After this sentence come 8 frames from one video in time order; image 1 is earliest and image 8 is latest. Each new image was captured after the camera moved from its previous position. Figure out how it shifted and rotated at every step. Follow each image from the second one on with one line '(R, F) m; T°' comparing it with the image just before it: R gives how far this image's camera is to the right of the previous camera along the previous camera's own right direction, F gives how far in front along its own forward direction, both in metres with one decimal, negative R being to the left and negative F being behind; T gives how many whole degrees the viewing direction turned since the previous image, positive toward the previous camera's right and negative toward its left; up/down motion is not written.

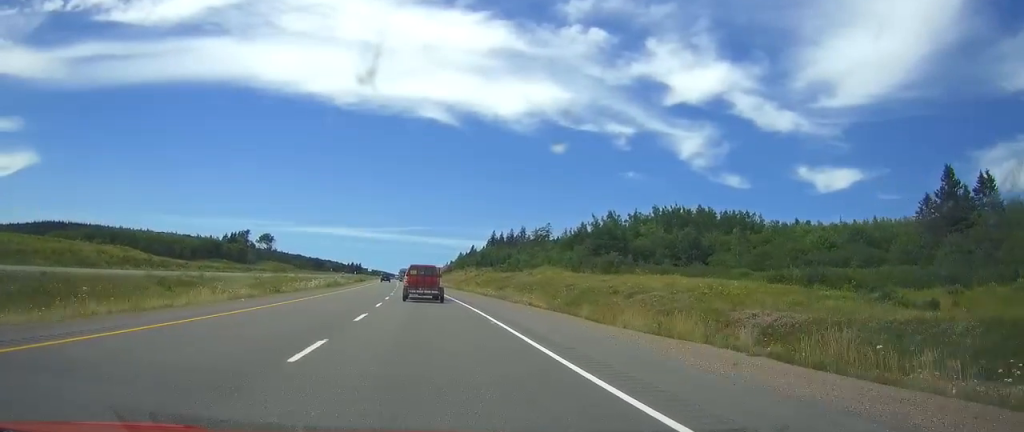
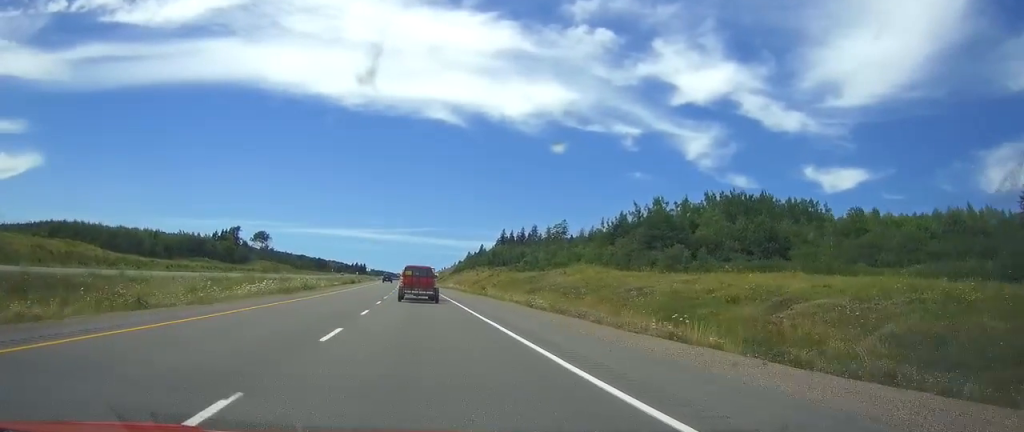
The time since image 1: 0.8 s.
(0.0, +23.9) m; 0°
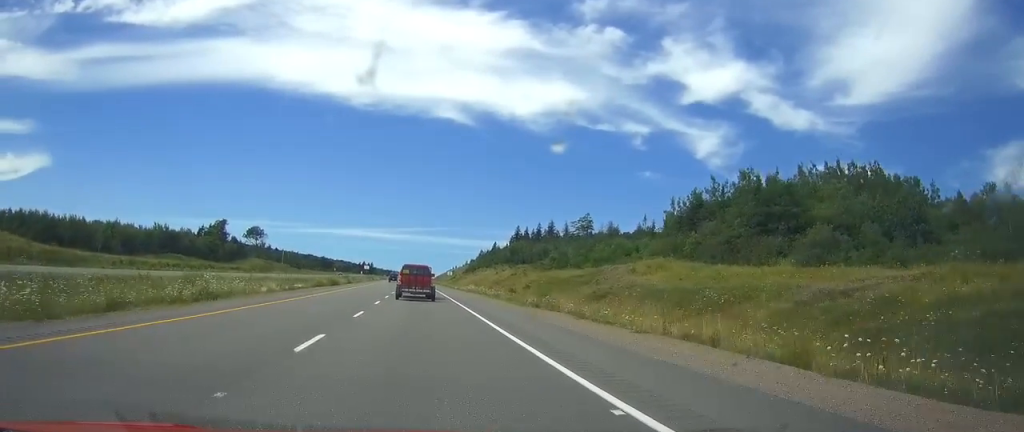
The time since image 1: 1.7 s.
(0.0, +28.8) m; 0°
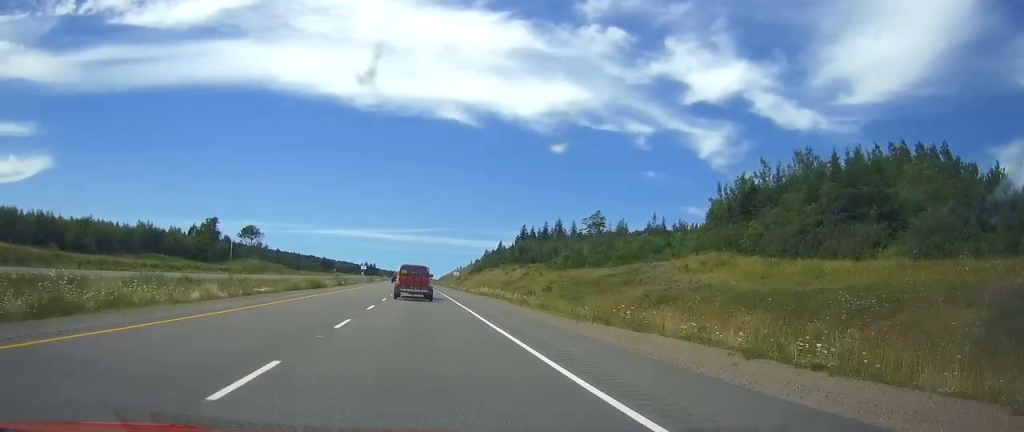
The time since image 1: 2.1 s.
(0.0, +13.3) m; 0°
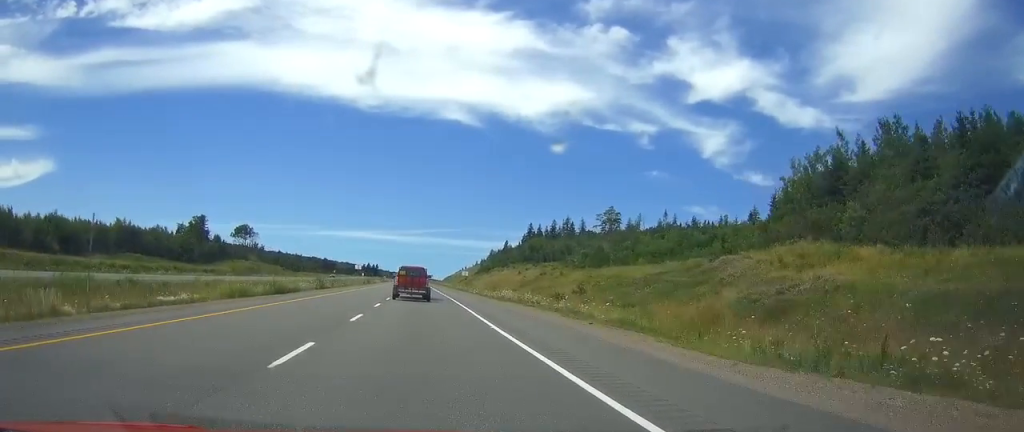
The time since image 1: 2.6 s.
(0.0, +15.3) m; 0°
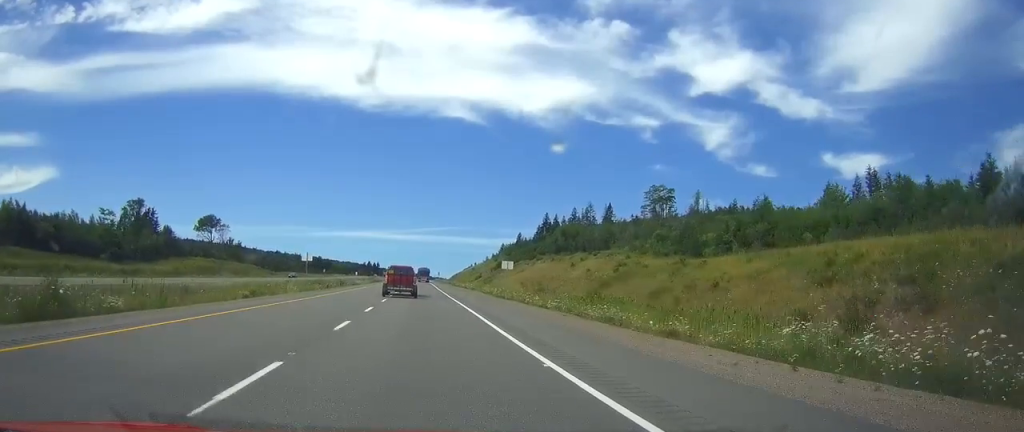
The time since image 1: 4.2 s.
(0.0, +47.7) m; 0°
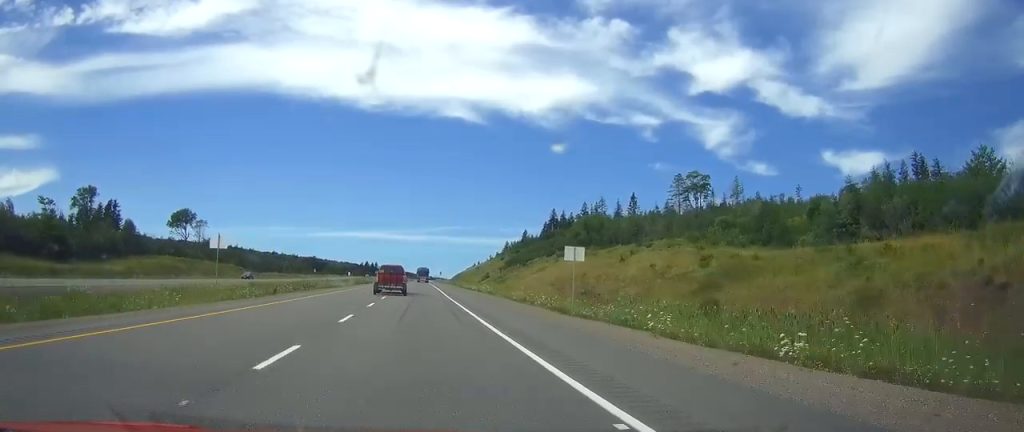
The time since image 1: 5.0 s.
(0.0, +24.3) m; 0°
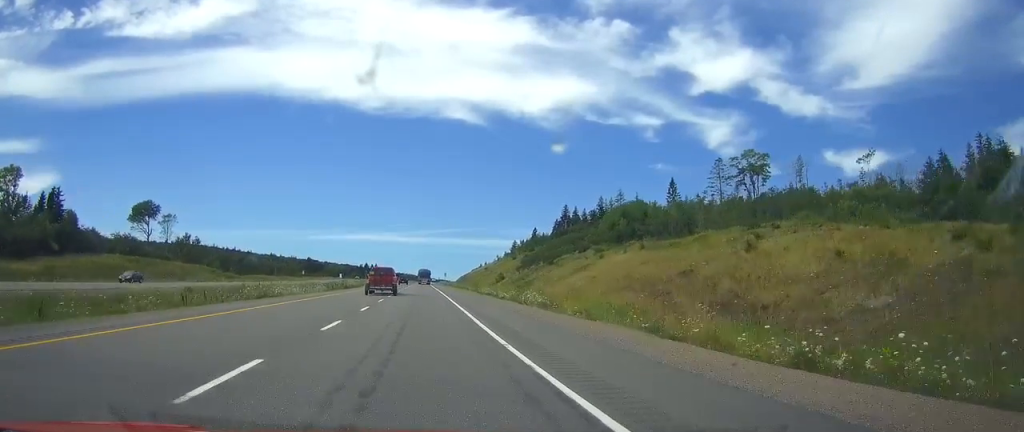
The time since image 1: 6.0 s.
(0.0, +29.3) m; 0°
